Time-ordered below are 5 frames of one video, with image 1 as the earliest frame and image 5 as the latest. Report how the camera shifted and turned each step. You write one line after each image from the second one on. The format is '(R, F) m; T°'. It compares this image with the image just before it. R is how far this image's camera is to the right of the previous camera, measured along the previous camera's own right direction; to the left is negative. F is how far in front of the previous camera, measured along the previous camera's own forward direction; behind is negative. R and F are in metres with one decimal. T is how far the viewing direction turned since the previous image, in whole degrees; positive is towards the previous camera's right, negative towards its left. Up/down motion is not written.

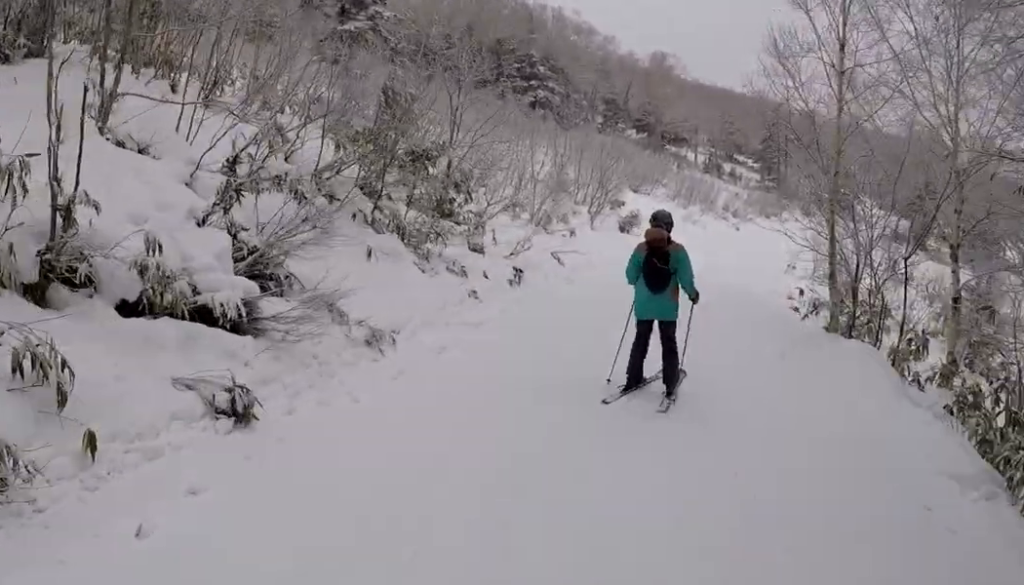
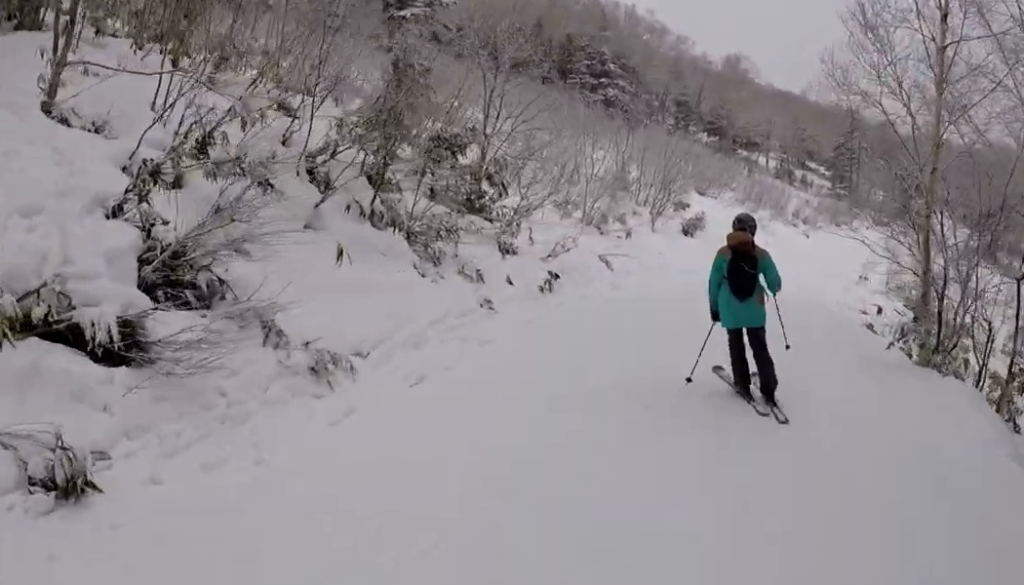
(-0.5, +1.8) m; +6°
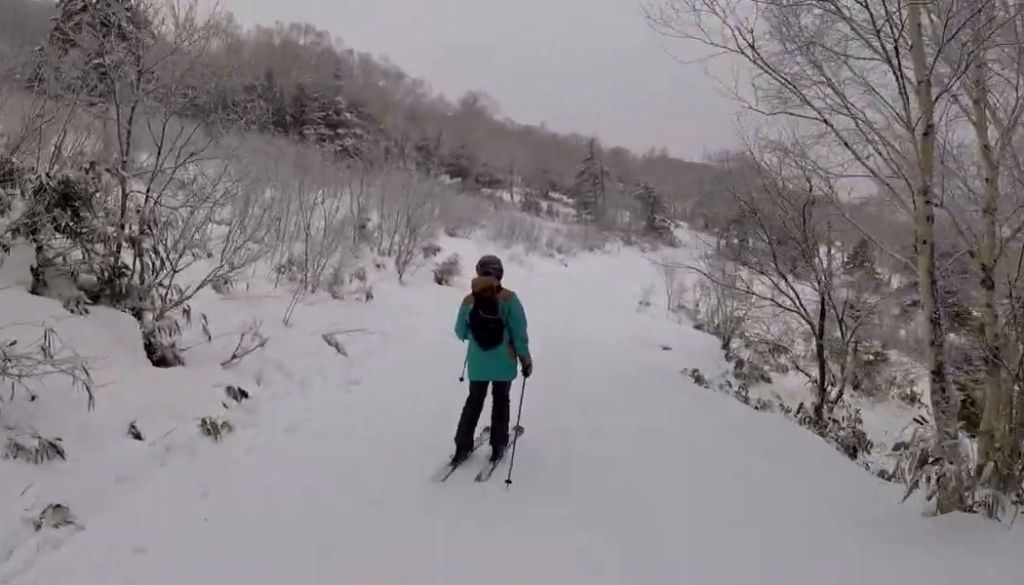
(+1.0, +5.4) m; -11°
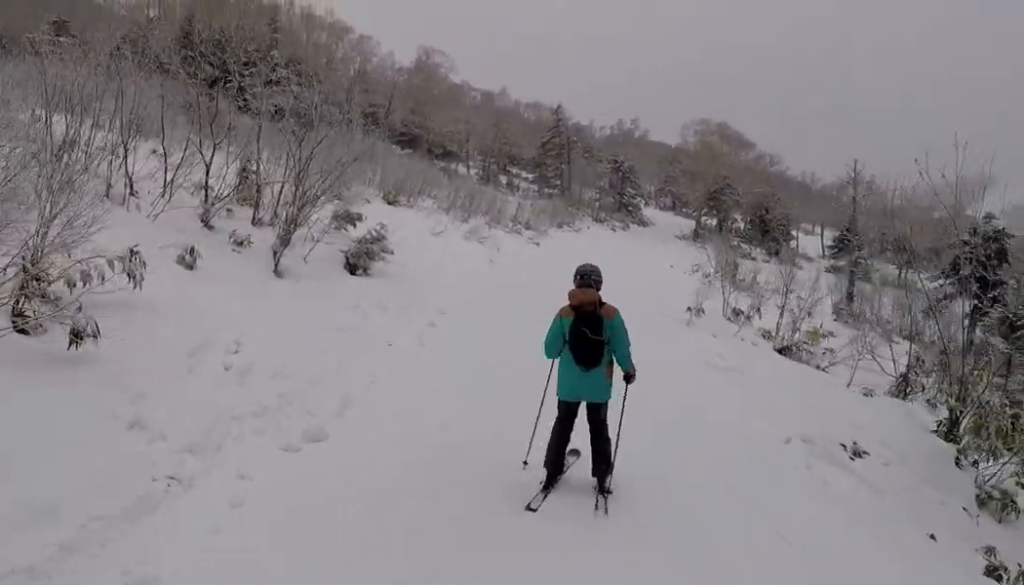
(-0.2, +13.5) m; +13°
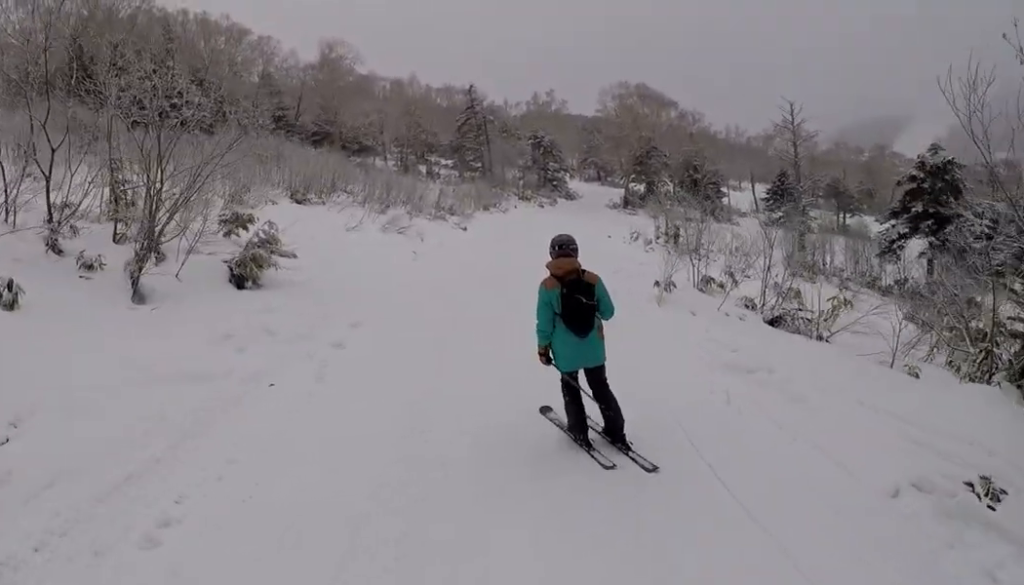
(0.0, +3.6) m; 0°
